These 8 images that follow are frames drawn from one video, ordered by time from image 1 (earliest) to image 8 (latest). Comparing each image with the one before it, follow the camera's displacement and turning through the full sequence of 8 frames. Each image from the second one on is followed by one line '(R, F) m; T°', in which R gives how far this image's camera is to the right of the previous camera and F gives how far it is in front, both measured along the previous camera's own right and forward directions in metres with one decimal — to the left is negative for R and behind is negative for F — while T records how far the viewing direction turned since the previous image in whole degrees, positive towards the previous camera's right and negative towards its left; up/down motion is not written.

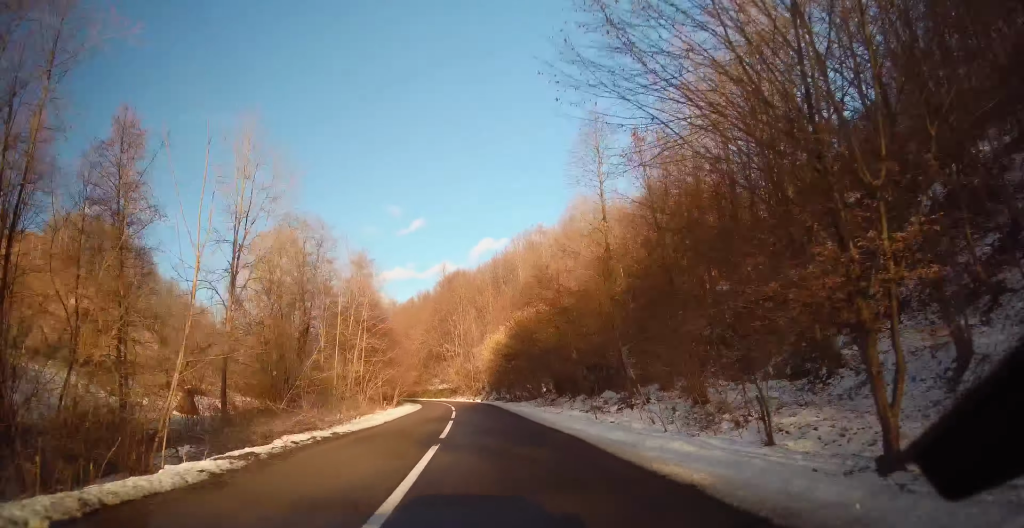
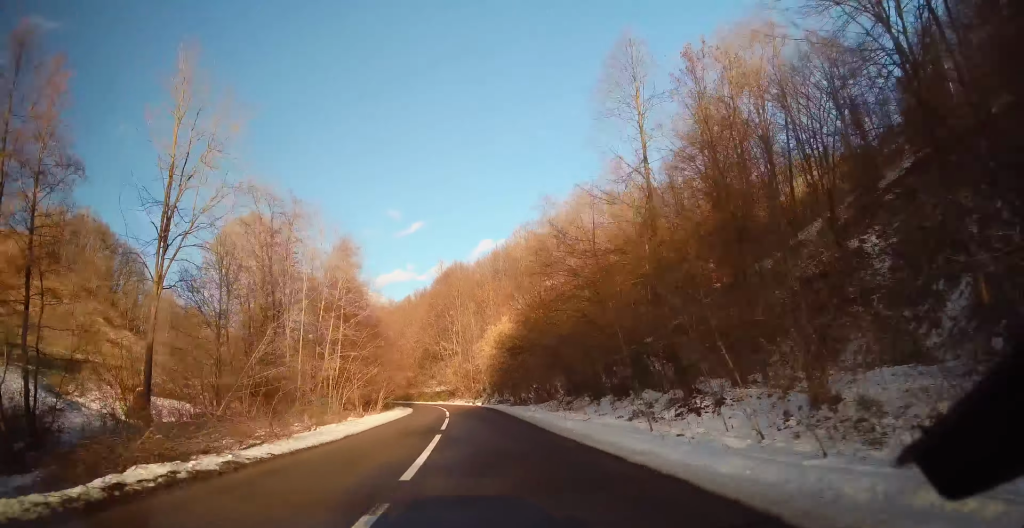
(0.0, +7.4) m; -1°
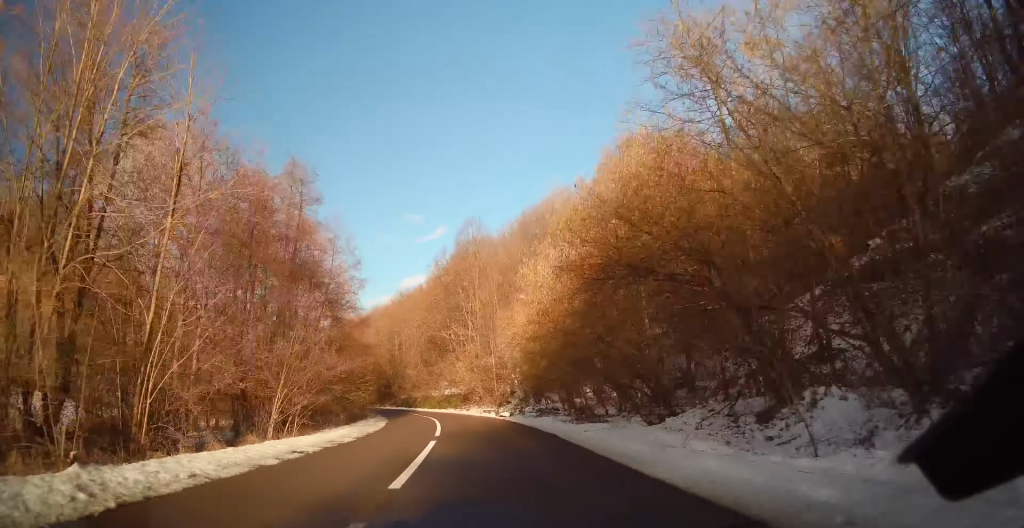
(-1.0, +22.9) m; -4°
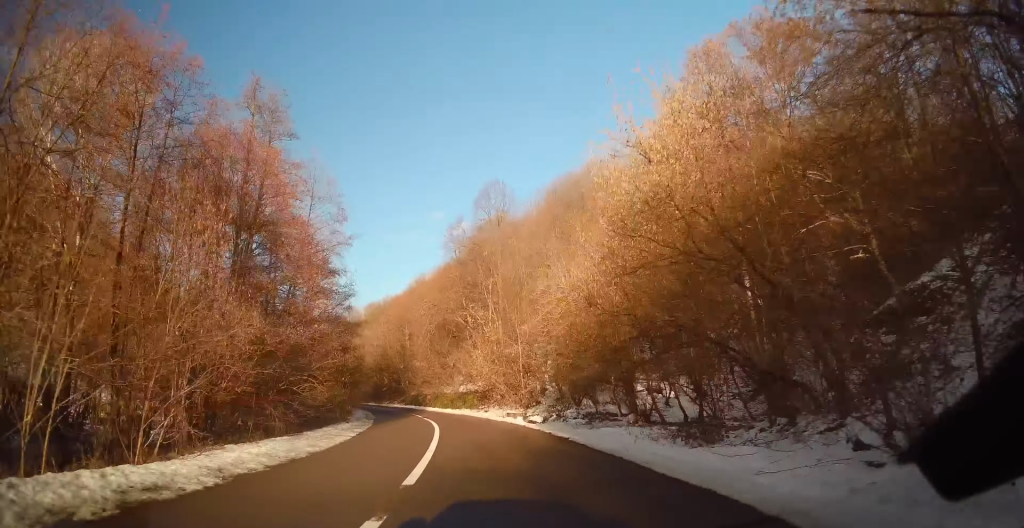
(-0.1, +10.6) m; -2°
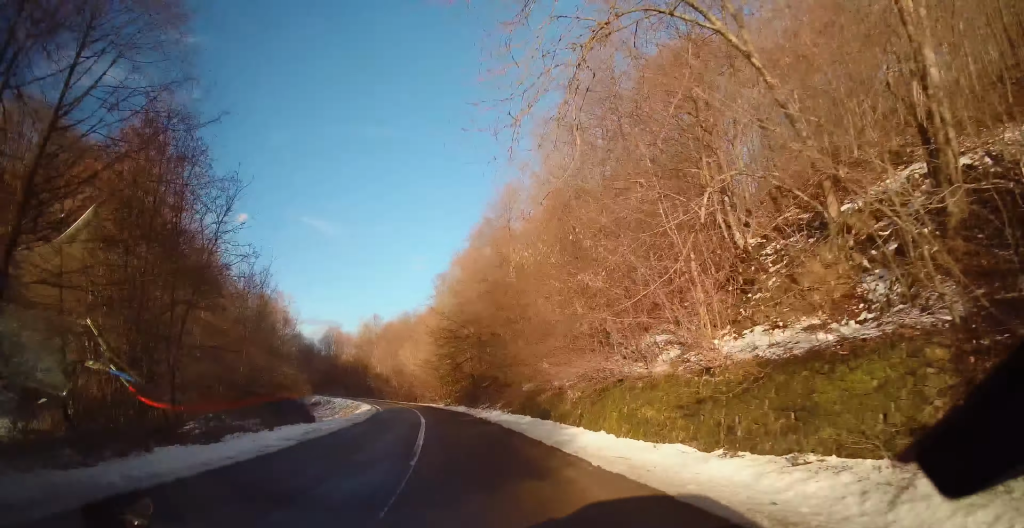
(-3.7, +43.8) m; -11°
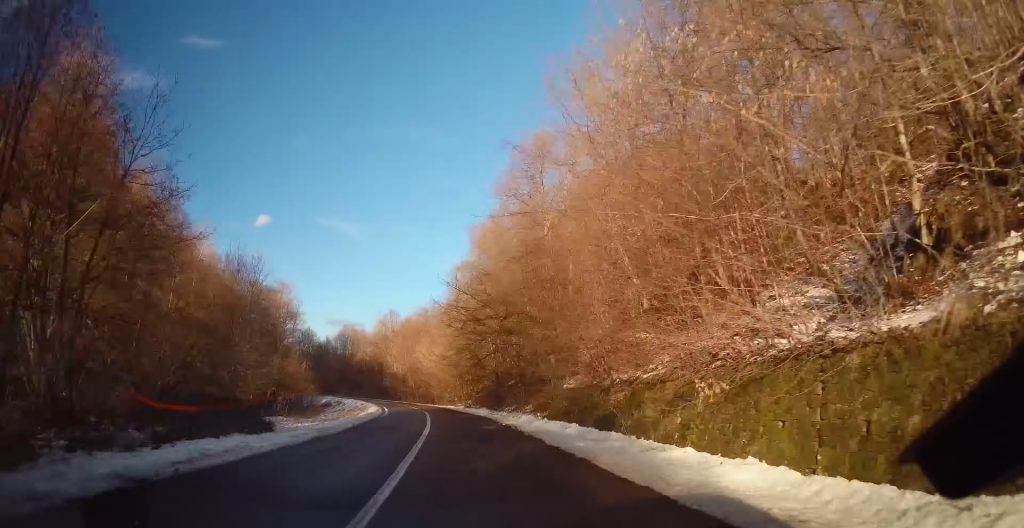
(+0.1, +8.4) m; -3°
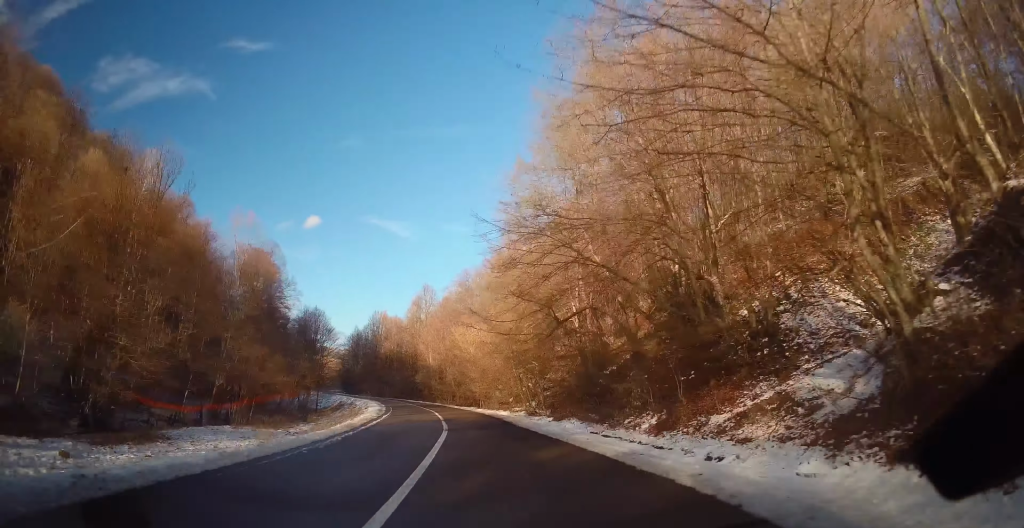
(-1.7, +25.8) m; -5°
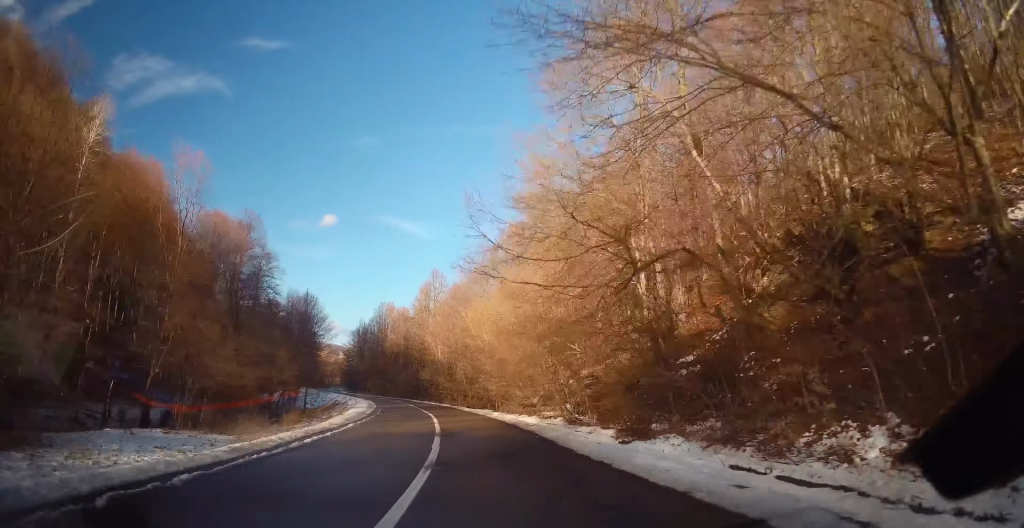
(+0.2, +11.3) m; -2°
